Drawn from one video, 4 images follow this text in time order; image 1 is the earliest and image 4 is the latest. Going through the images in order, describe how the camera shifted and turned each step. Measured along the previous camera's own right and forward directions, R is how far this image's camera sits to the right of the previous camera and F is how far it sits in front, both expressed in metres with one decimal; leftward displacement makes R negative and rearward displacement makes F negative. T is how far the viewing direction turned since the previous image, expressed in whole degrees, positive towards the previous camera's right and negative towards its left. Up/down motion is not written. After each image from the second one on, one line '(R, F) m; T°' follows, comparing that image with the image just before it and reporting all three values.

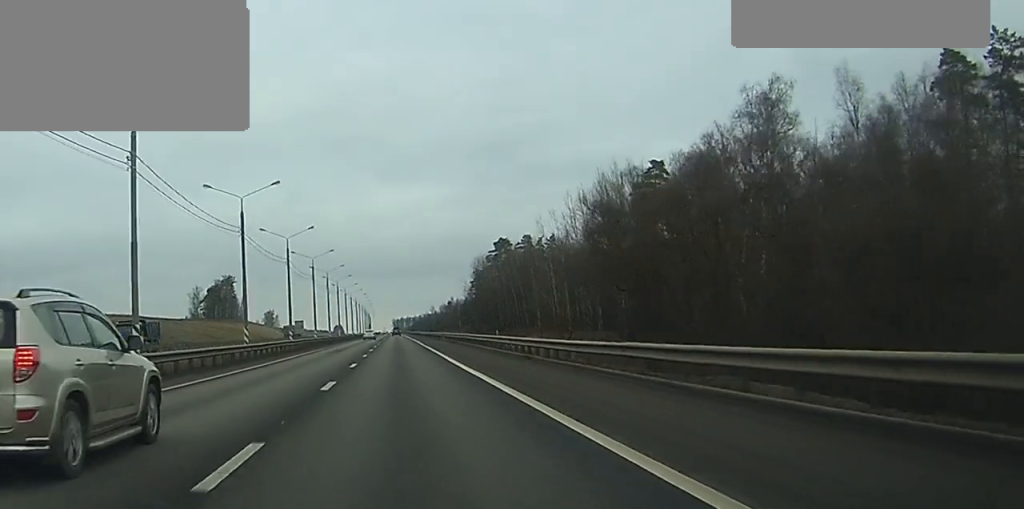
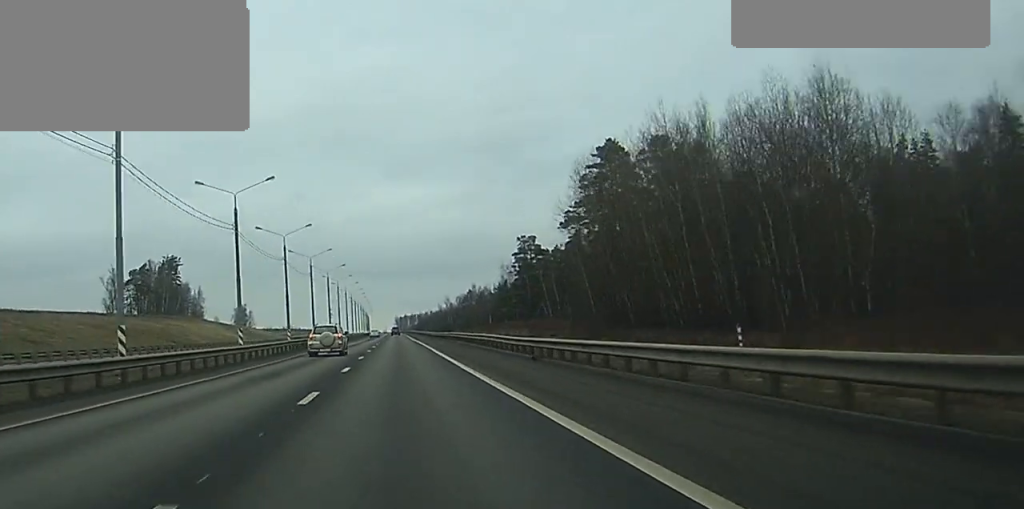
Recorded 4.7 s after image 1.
(0.0, +124.0) m; 0°
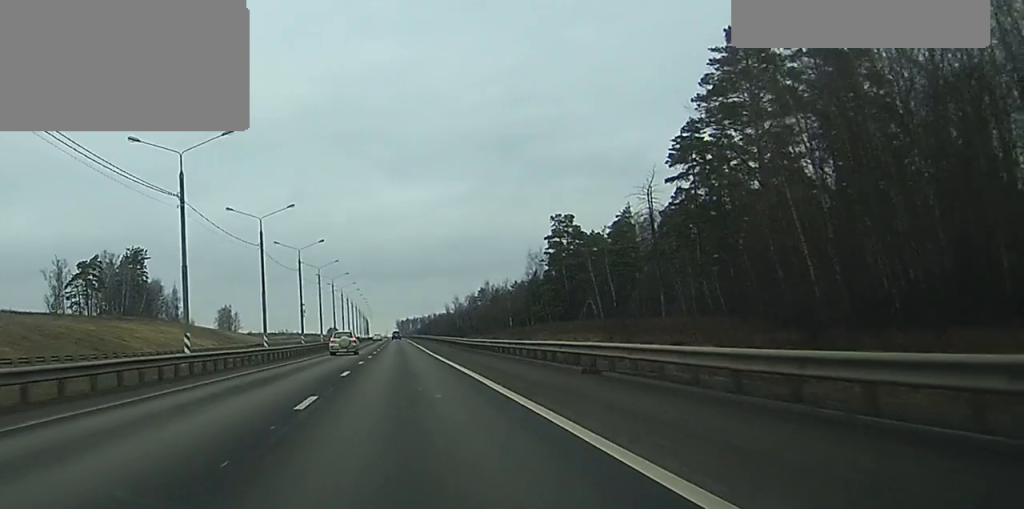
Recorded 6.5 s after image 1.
(0.0, +48.6) m; 0°
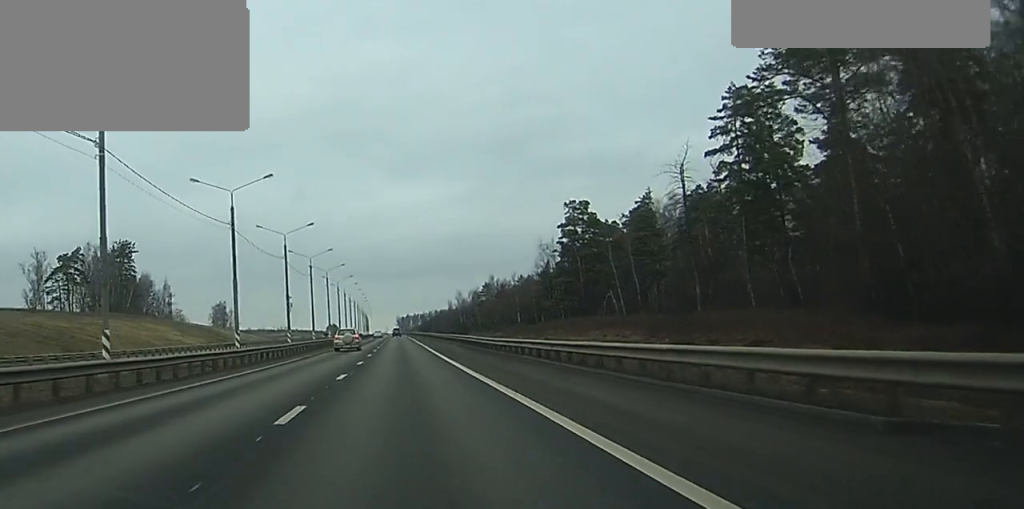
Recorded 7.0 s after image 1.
(0.0, +14.5) m; 0°
